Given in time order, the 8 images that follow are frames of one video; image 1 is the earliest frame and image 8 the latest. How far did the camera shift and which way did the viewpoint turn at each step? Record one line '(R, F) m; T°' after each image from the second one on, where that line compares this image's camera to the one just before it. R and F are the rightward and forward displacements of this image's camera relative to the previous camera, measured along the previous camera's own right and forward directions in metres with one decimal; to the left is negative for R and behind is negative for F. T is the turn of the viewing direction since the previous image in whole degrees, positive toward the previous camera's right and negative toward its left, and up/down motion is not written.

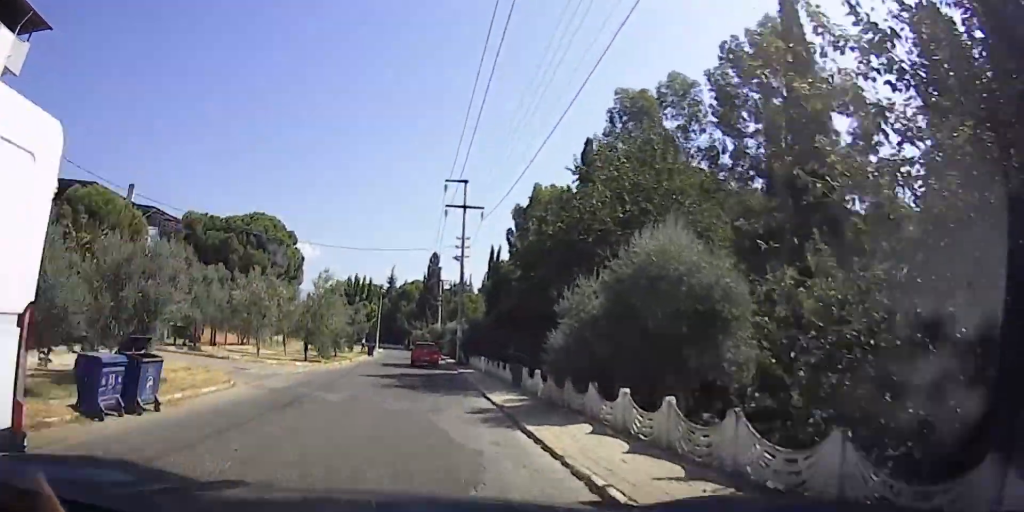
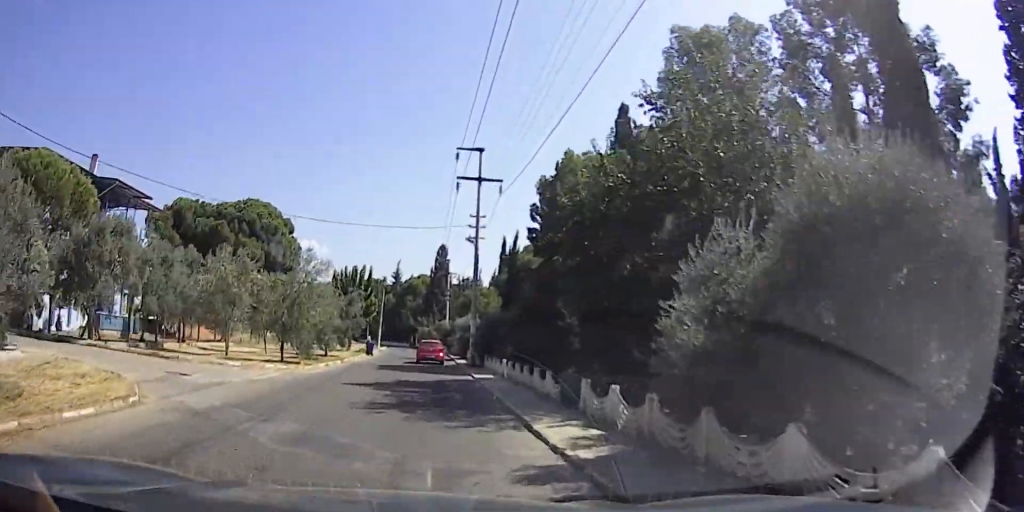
(0.0, +5.8) m; -1°
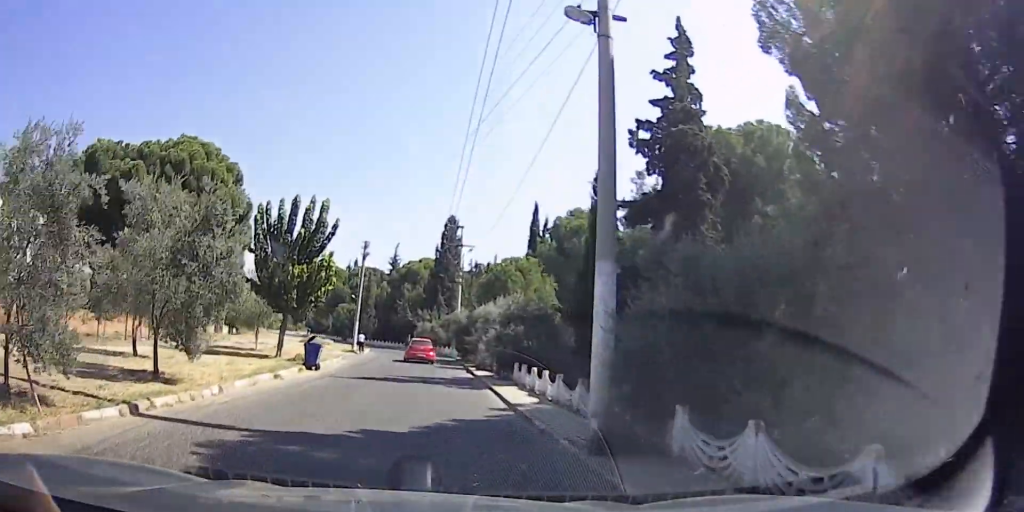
(-0.4, +22.3) m; -1°
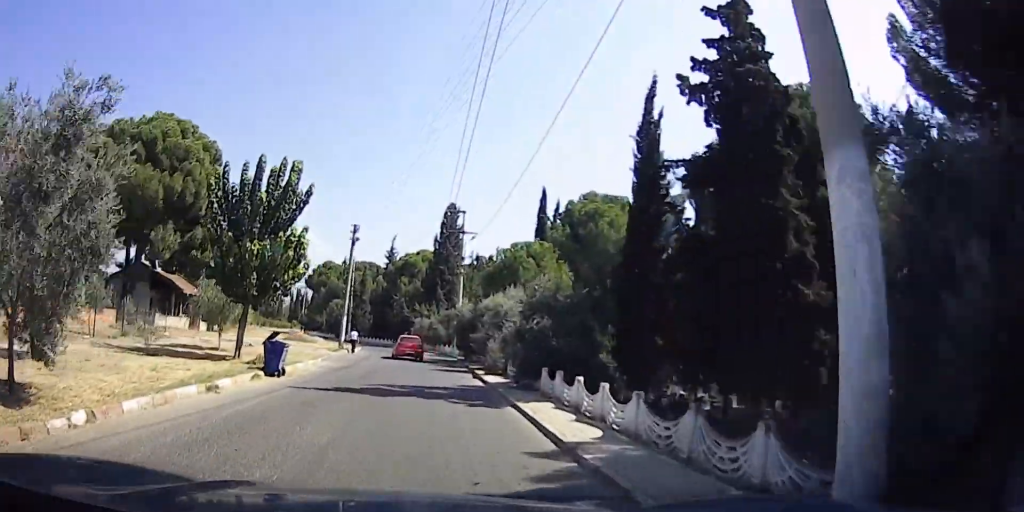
(0.0, +5.3) m; 0°
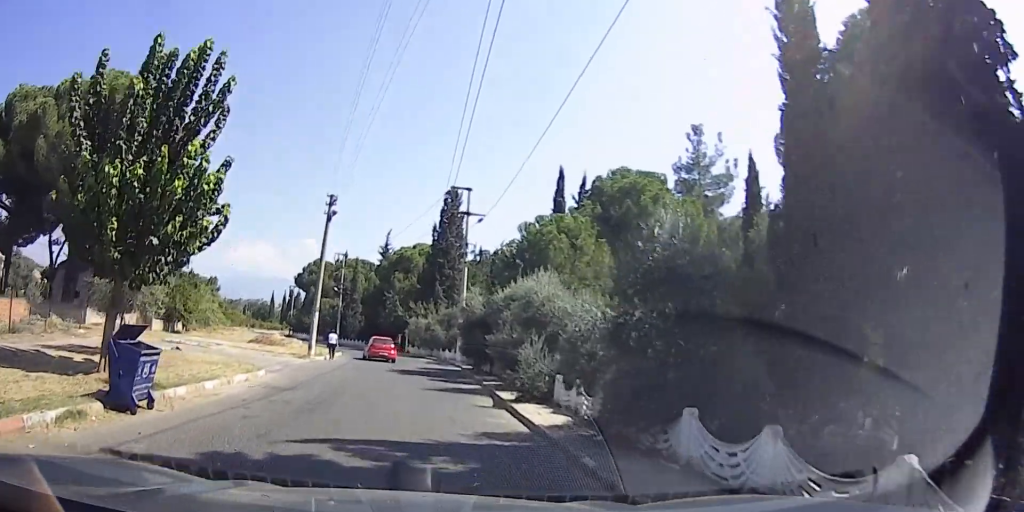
(0.0, +8.8) m; 0°
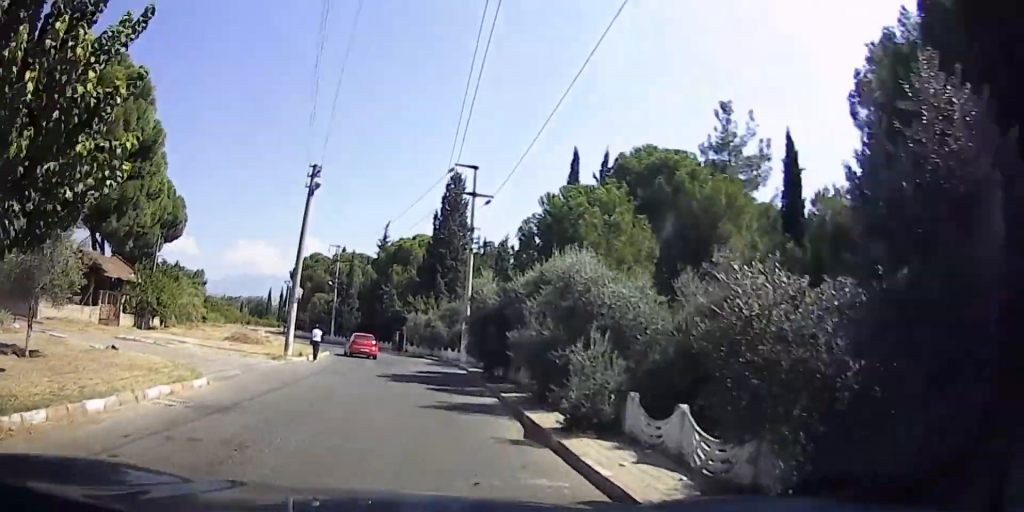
(0.0, +4.6) m; 0°
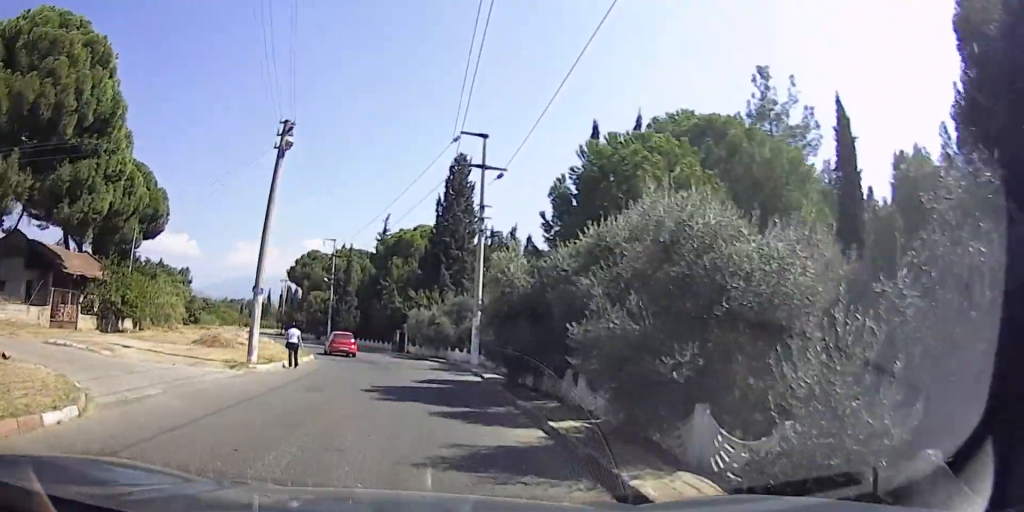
(0.0, +5.1) m; 0°
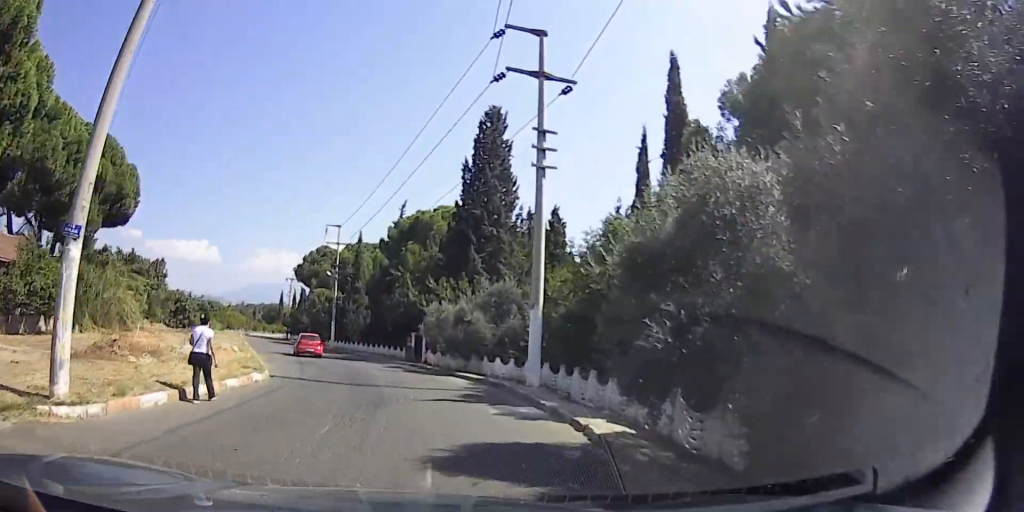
(0.0, +10.7) m; 0°
